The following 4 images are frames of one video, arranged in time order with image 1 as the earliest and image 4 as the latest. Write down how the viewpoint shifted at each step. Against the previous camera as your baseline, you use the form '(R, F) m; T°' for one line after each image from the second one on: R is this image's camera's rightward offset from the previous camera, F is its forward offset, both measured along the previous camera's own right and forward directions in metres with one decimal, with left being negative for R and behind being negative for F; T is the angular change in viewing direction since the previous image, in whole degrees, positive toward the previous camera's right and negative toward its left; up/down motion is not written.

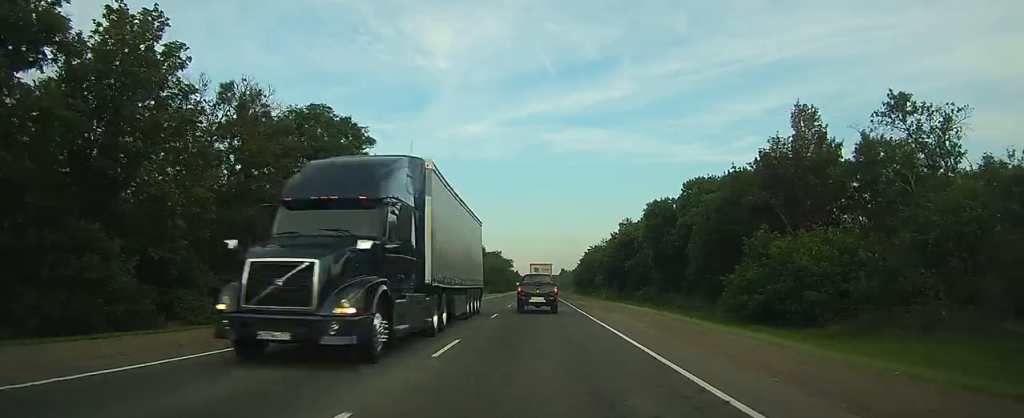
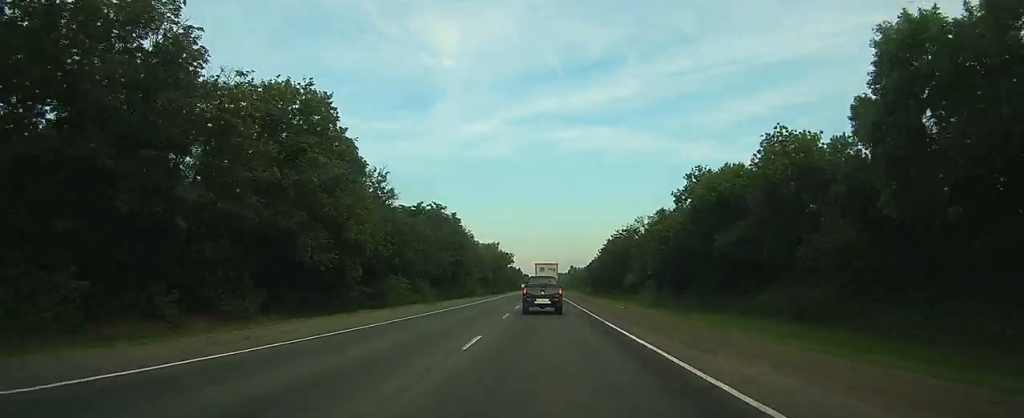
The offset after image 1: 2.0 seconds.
(-0.2, +46.8) m; -1°
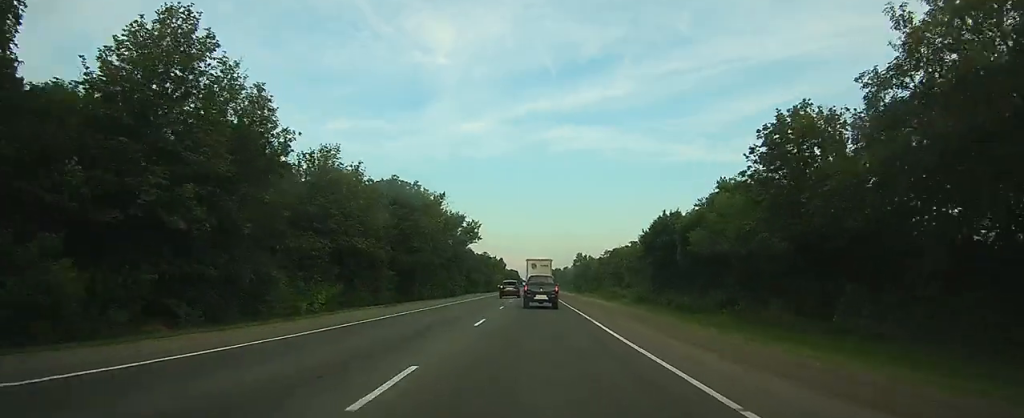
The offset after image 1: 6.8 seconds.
(+0.2, +113.1) m; +1°
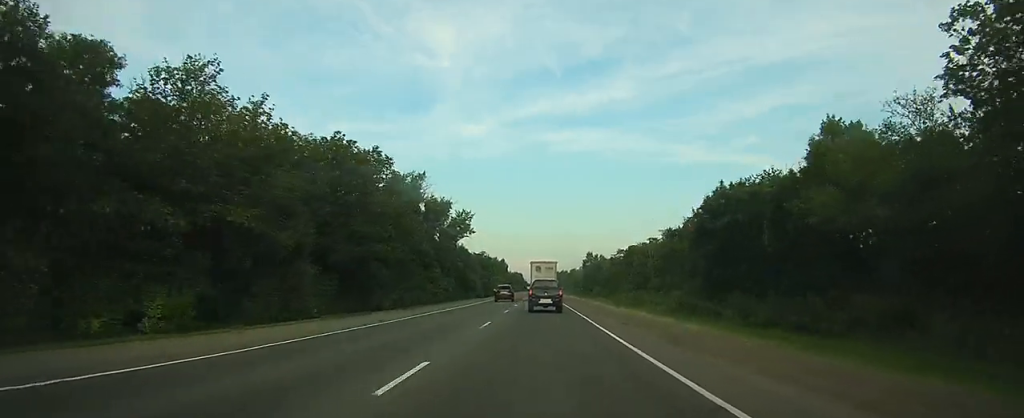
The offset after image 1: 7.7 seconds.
(0.0, +22.7) m; 0°
